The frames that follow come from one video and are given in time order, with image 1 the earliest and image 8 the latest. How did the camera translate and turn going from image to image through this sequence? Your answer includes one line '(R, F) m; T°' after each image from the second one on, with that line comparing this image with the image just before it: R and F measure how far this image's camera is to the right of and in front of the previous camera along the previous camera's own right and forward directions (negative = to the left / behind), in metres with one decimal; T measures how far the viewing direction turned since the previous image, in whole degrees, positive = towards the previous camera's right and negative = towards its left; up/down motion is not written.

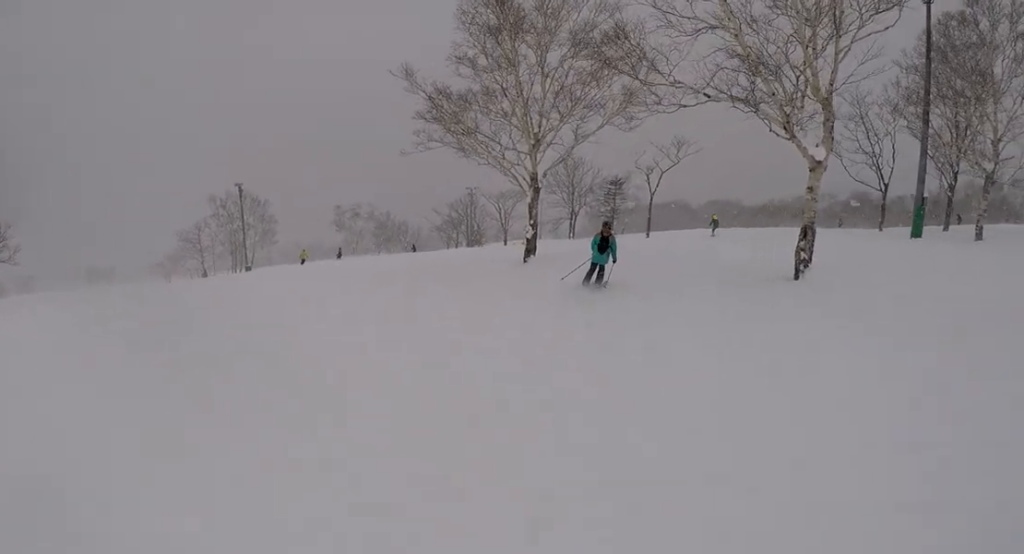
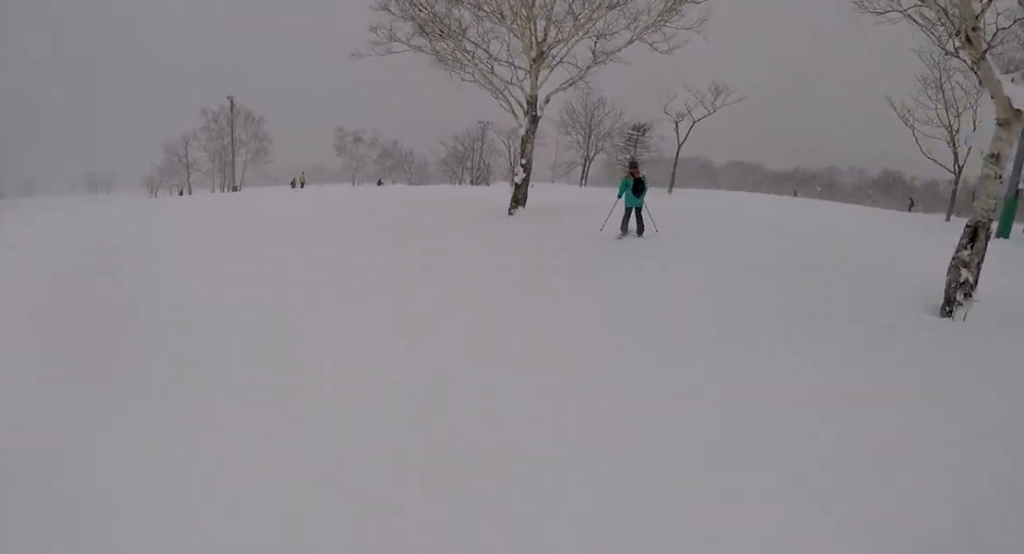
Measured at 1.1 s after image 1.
(+1.7, +6.4) m; +15°
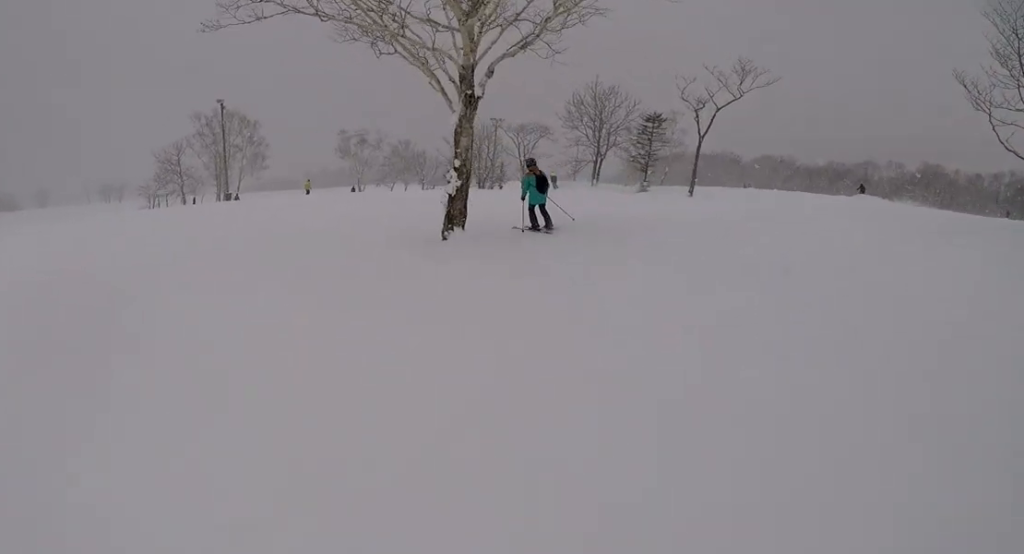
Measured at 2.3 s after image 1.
(0.0, +6.8) m; -1°
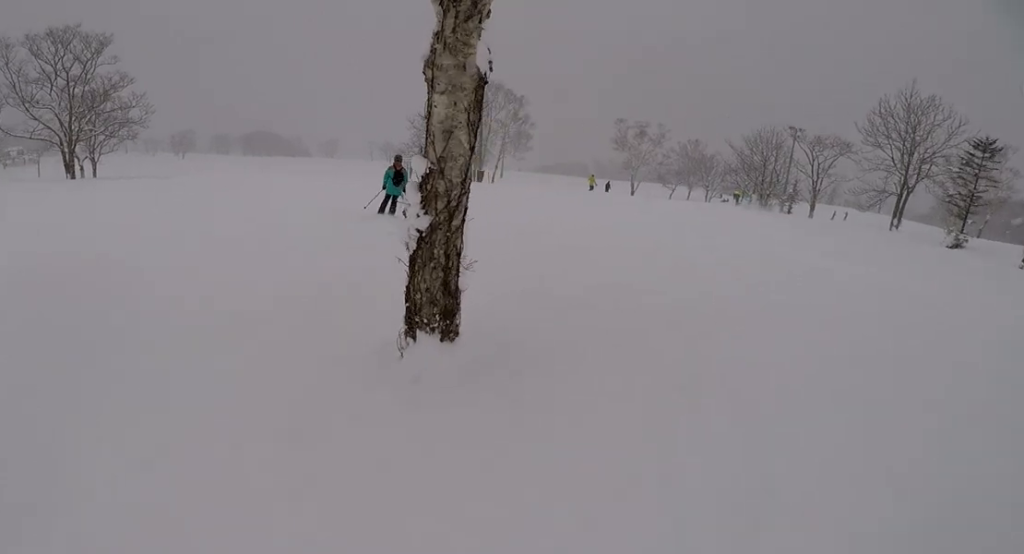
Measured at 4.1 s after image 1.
(-0.8, +10.6) m; -19°
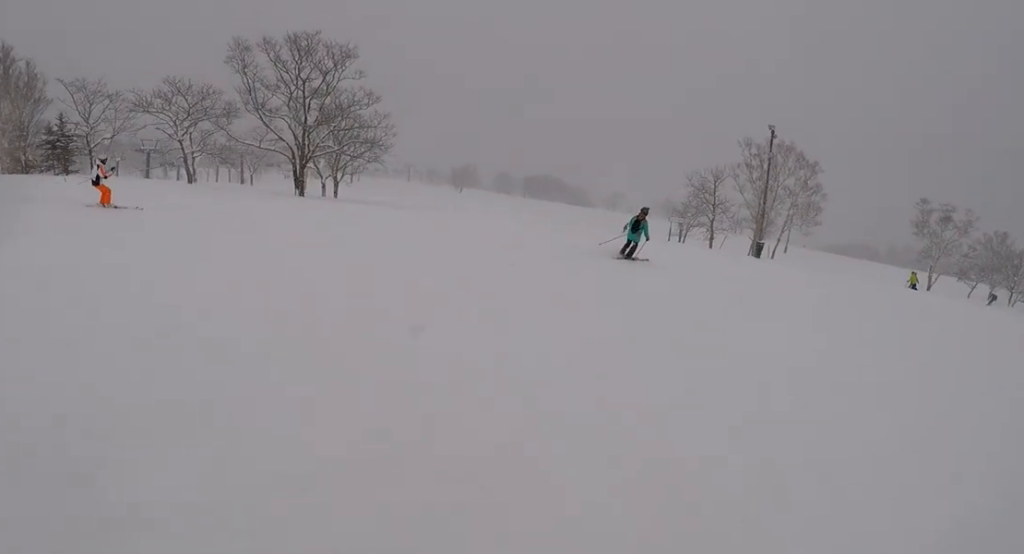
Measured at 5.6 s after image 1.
(-3.3, +7.8) m; -39°
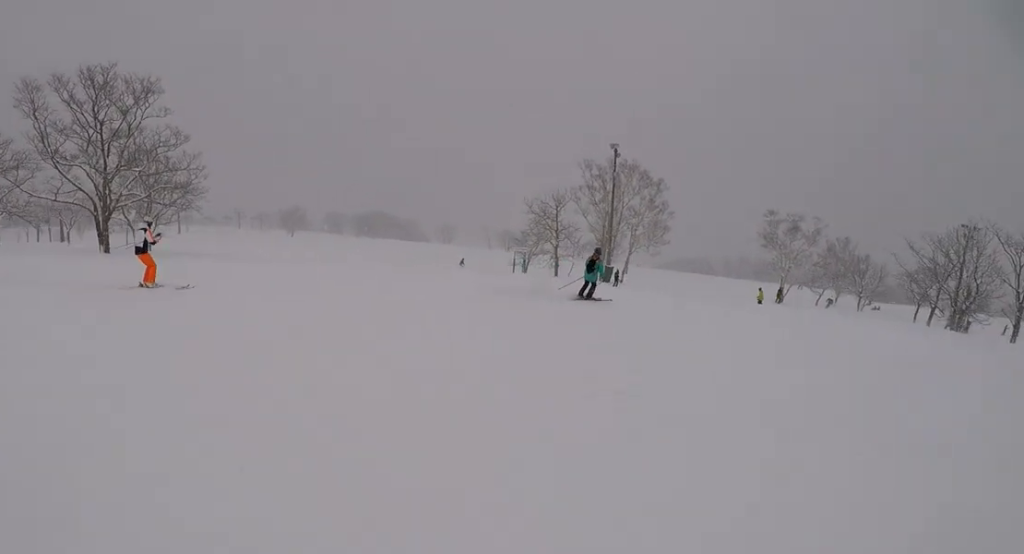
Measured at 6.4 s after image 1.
(-0.9, +5.4) m; -4°
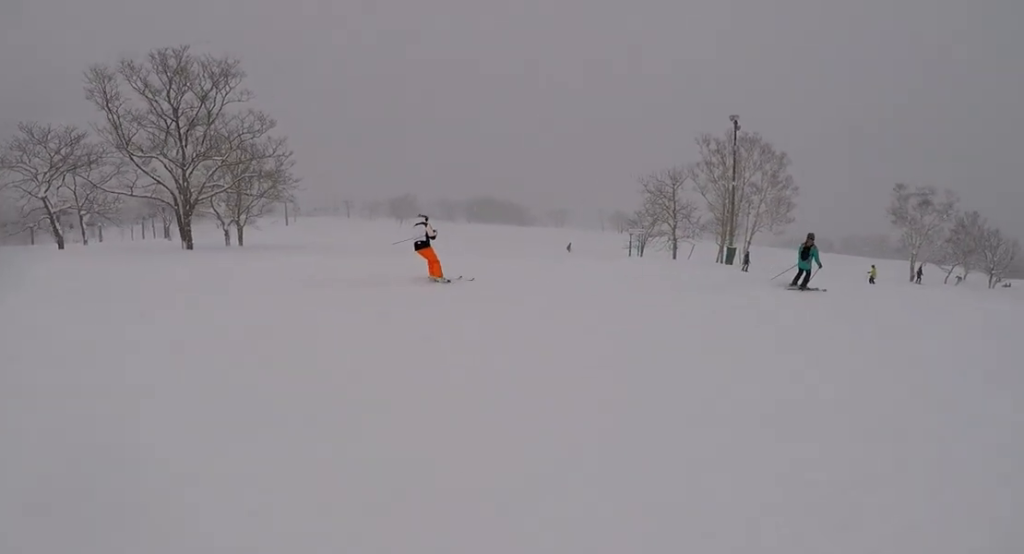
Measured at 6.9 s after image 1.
(-0.2, +3.9) m; +8°
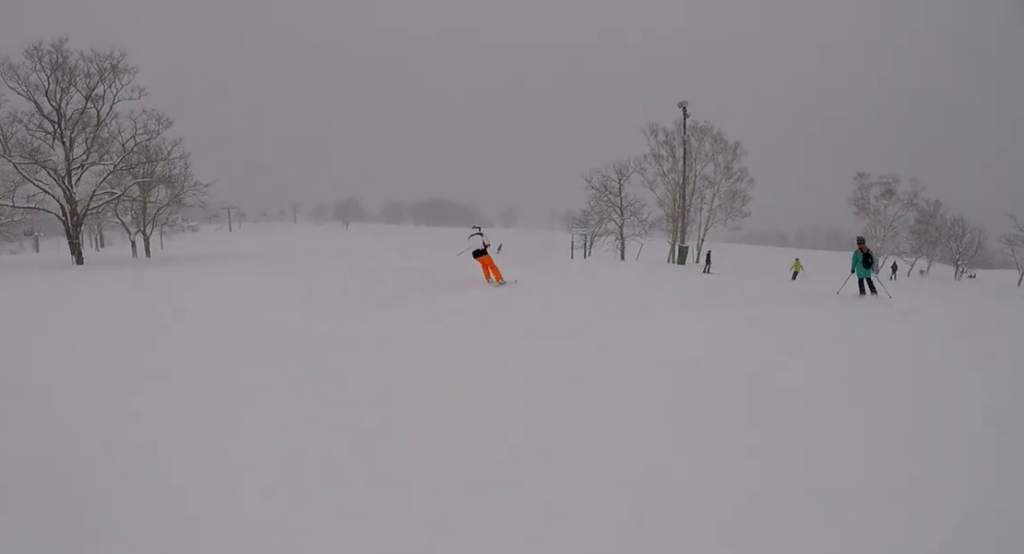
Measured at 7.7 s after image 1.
(+1.0, +5.5) m; +11°
